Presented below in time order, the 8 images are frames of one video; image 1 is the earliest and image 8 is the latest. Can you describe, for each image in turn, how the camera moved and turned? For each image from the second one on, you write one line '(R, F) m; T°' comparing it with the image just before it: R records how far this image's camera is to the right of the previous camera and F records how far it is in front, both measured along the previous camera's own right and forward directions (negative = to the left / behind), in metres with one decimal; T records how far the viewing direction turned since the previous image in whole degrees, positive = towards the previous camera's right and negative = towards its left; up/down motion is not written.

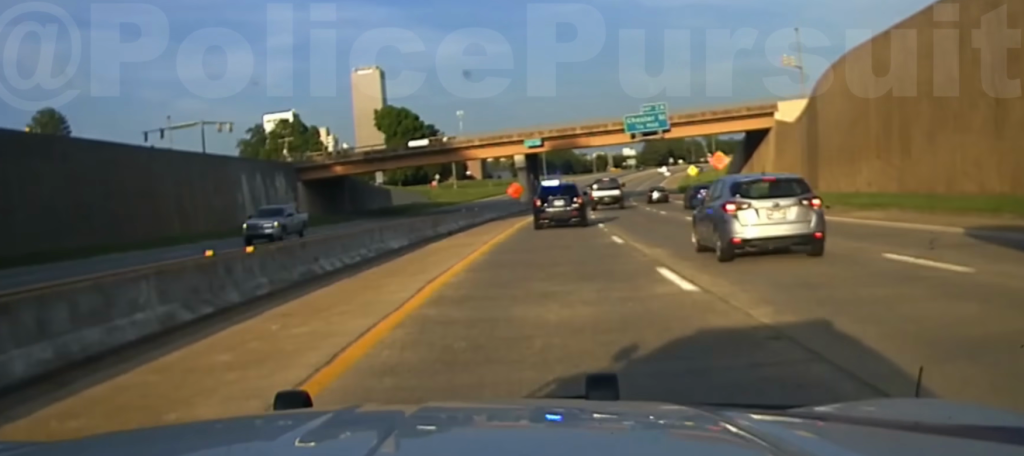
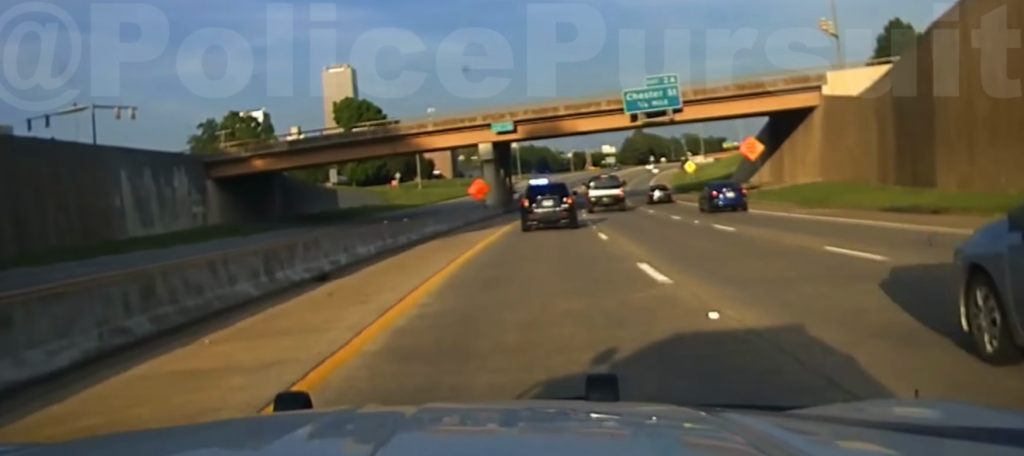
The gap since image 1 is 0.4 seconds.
(+0.3, +19.1) m; +2°
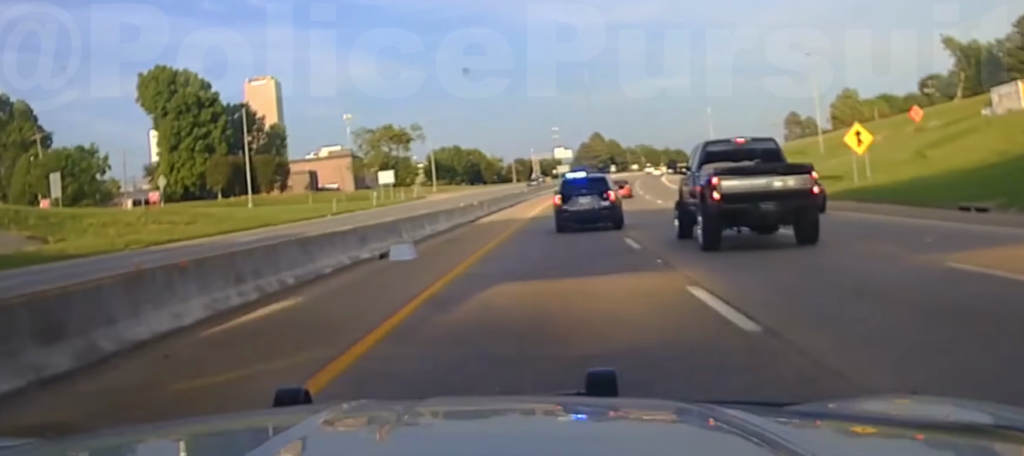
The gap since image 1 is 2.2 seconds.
(+8.5, +82.6) m; +9°
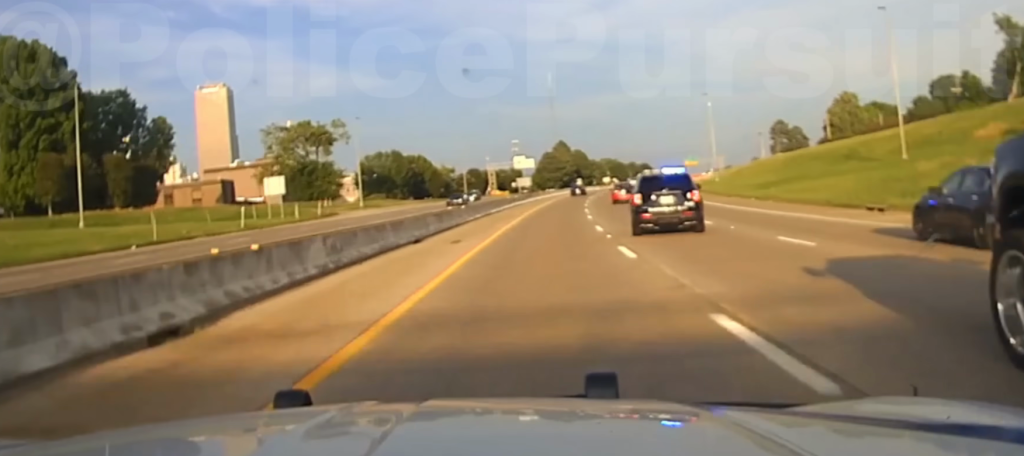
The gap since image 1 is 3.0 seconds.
(0.0, +35.7) m; 0°
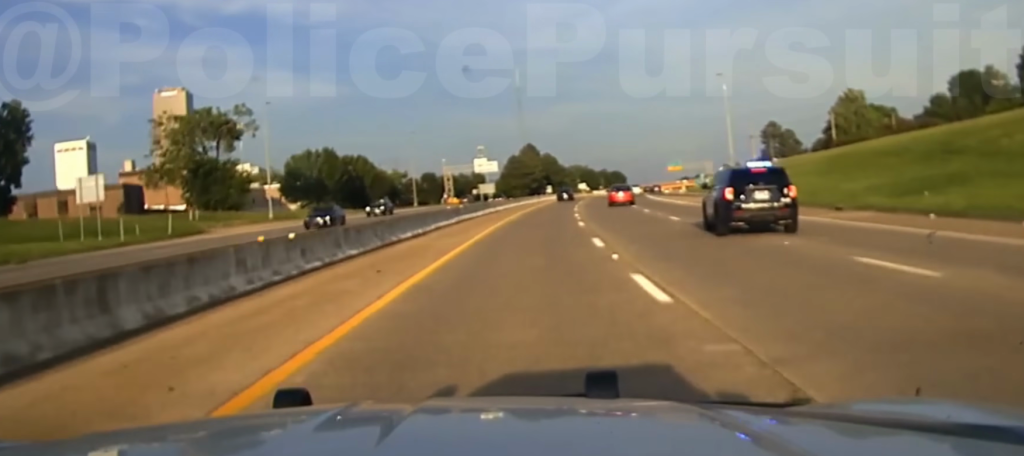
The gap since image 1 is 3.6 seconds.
(0.0, +31.2) m; 0°
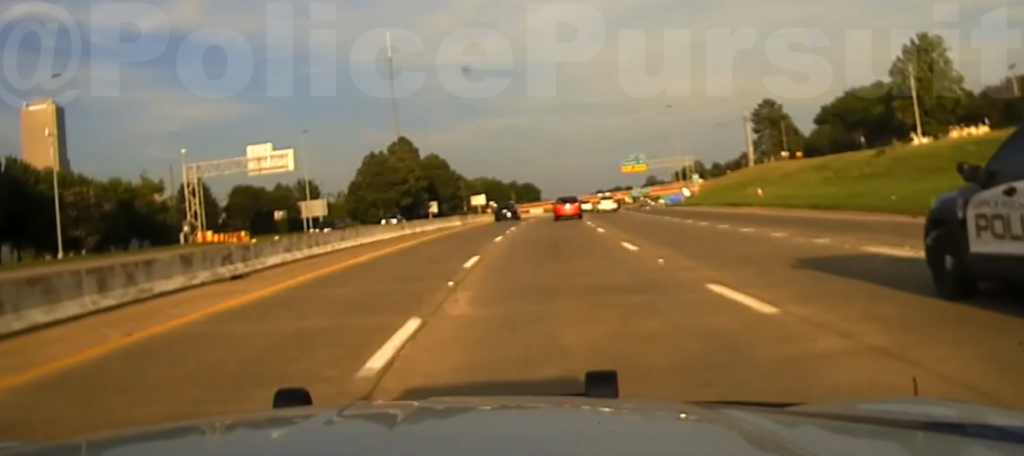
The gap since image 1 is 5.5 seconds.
(-0.1, +97.7) m; 0°
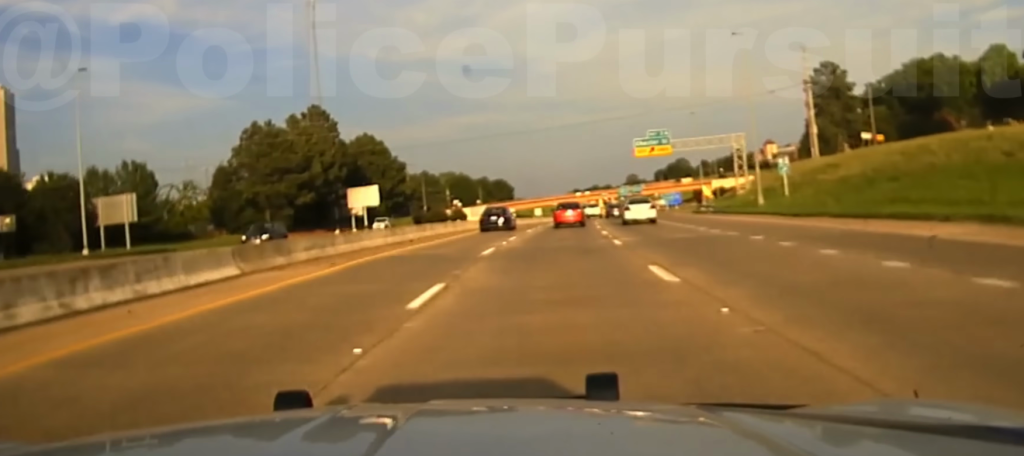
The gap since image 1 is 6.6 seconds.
(0.0, +55.4) m; 0°
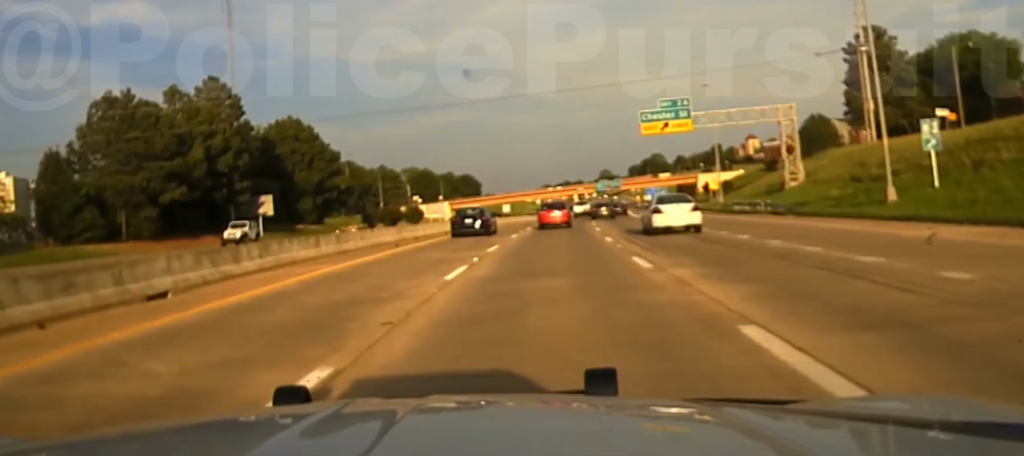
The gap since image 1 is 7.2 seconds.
(0.0, +29.7) m; 0°
